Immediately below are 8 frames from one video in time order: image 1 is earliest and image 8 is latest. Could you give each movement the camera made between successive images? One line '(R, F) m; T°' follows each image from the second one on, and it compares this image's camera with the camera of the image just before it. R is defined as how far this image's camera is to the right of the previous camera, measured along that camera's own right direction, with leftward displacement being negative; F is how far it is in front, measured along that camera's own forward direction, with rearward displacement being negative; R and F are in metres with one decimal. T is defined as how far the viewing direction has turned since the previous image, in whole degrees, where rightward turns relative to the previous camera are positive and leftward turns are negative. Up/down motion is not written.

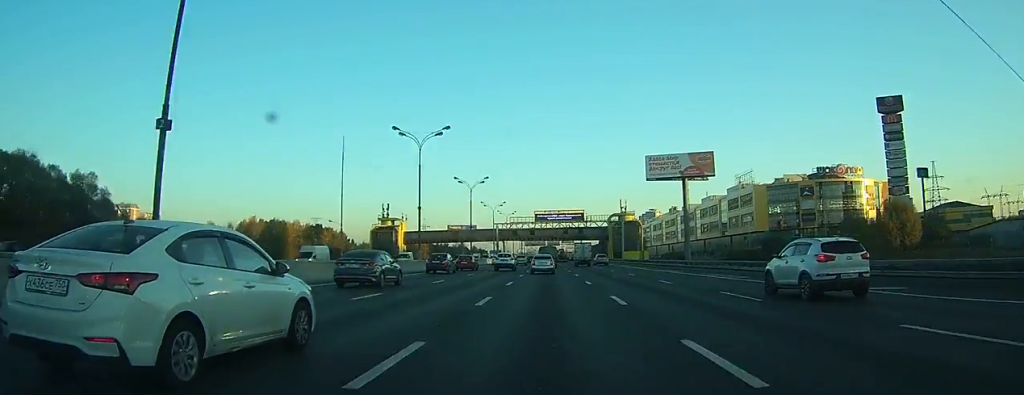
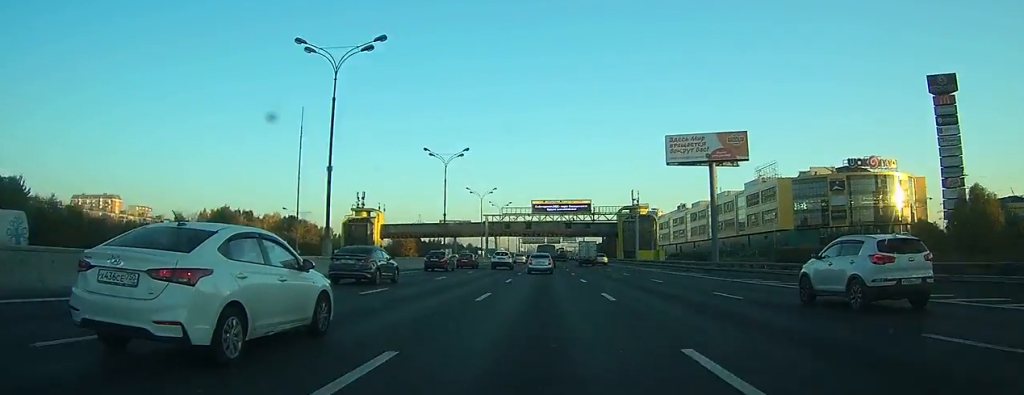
(0.0, +23.3) m; 0°
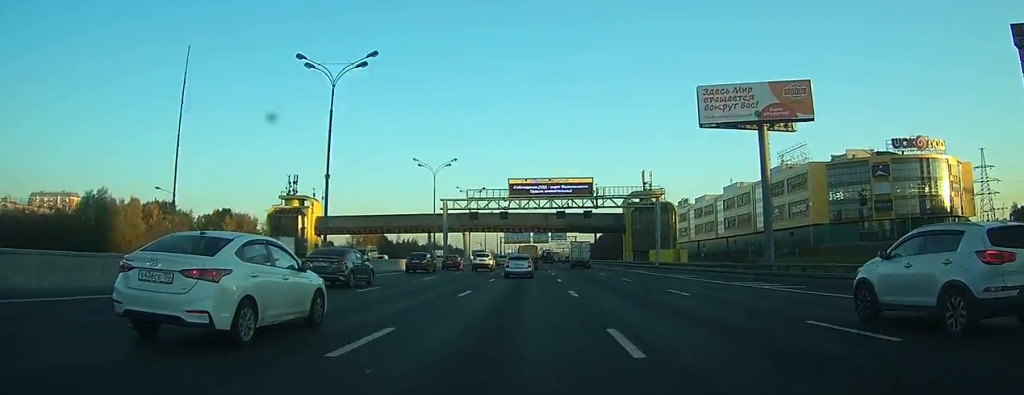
(+0.2, +34.5) m; 0°
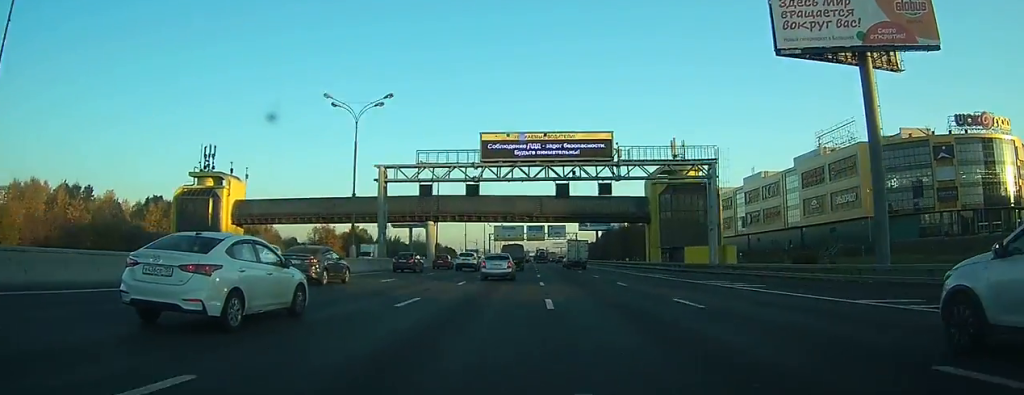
(+0.1, +29.4) m; 0°
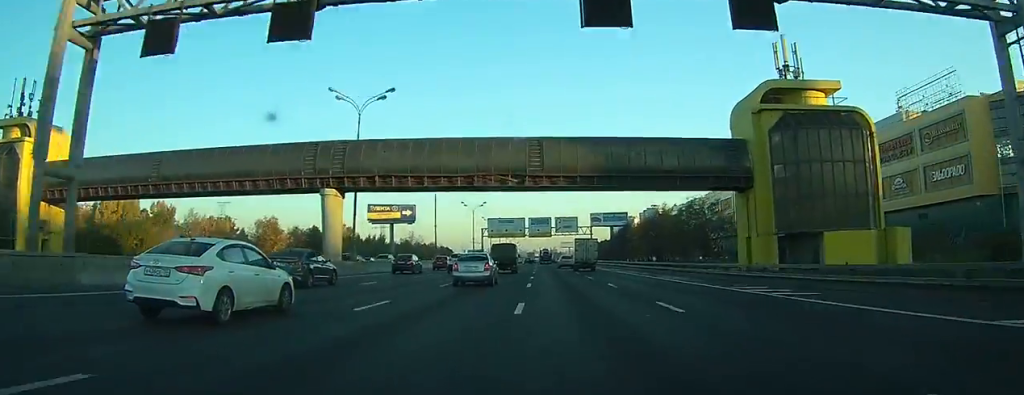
(+0.1, +36.5) m; 0°
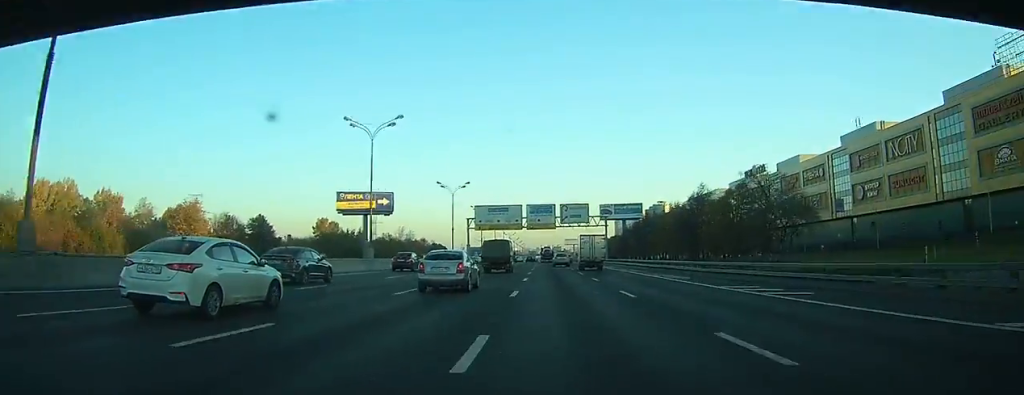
(-0.2, +29.6) m; 0°
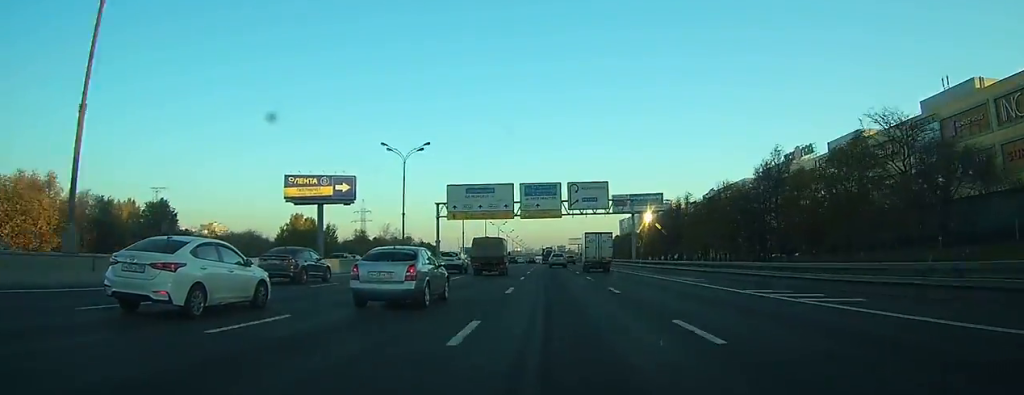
(-0.2, +32.5) m; 0°
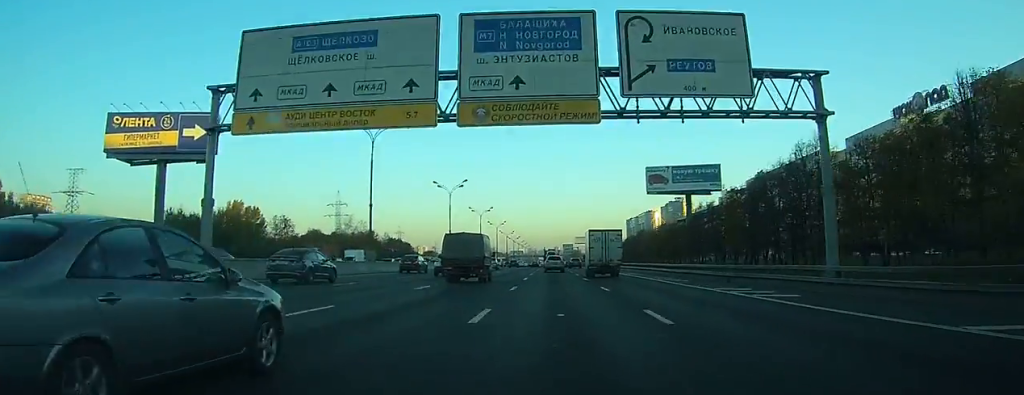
(-0.3, +57.4) m; 0°
